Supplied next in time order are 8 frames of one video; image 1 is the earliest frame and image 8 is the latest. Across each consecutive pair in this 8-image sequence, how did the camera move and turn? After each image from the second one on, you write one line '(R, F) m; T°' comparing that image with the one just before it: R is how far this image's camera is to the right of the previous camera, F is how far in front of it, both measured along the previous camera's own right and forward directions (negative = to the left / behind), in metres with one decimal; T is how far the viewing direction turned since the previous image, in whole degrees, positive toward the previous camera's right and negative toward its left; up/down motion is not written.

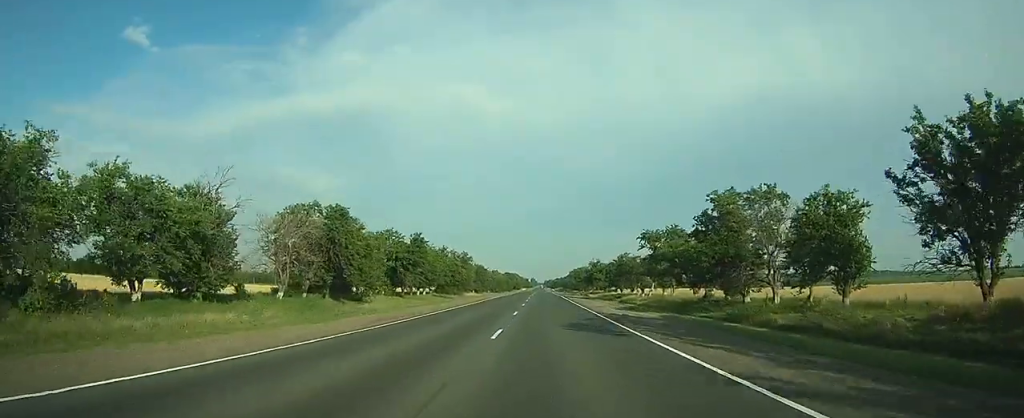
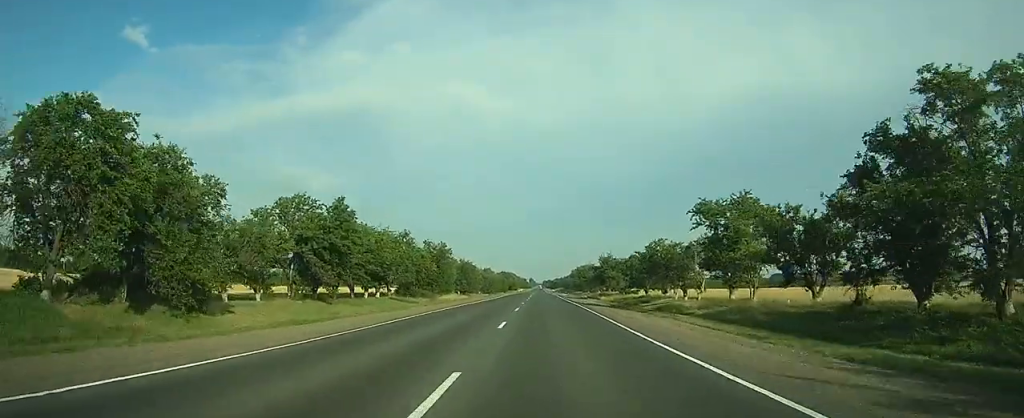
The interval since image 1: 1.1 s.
(0.0, +32.6) m; 0°
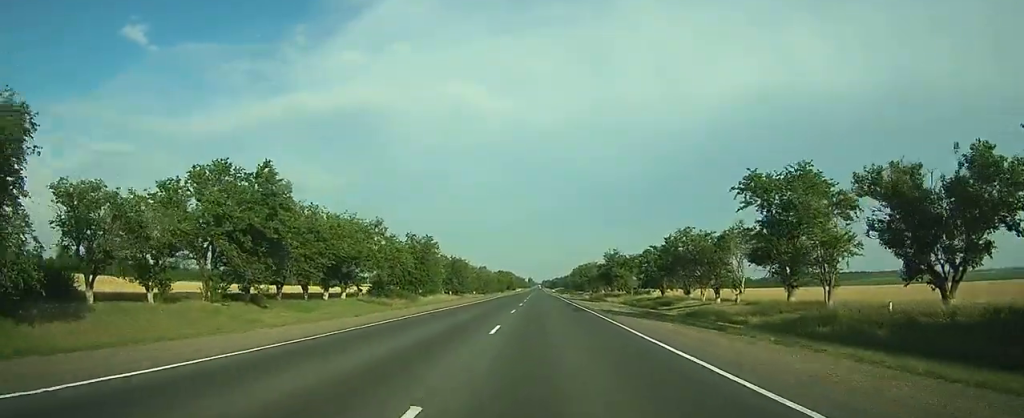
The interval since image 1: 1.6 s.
(0.0, +14.4) m; 0°
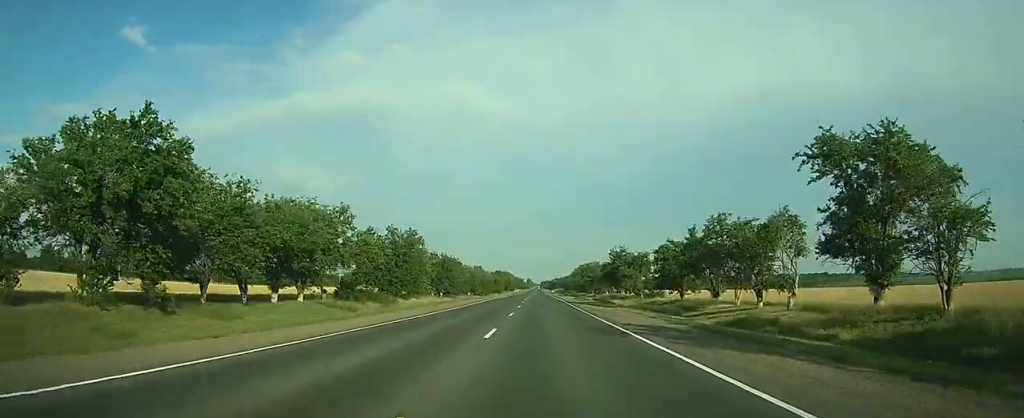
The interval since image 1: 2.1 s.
(0.0, +12.5) m; 0°
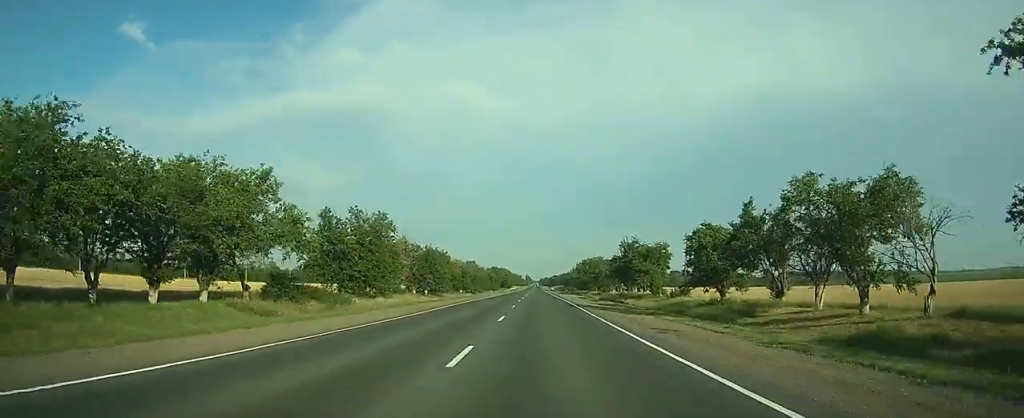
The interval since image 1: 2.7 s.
(0.0, +17.2) m; 0°
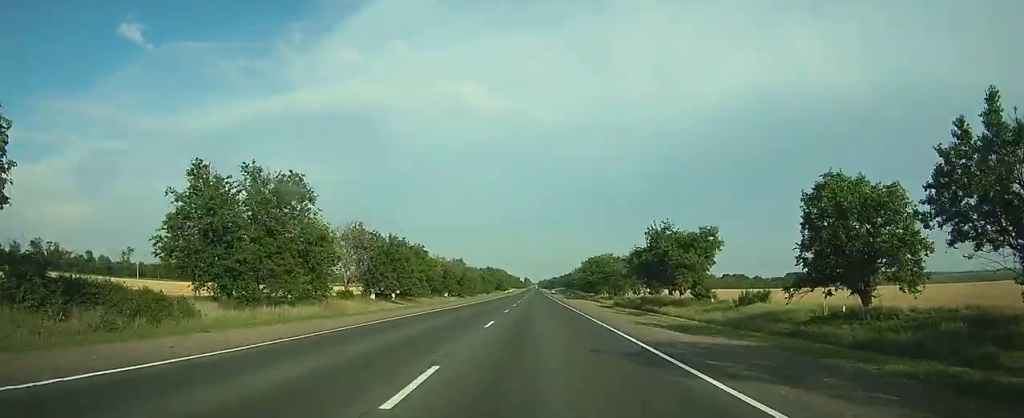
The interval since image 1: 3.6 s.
(+0.1, +26.8) m; 0°
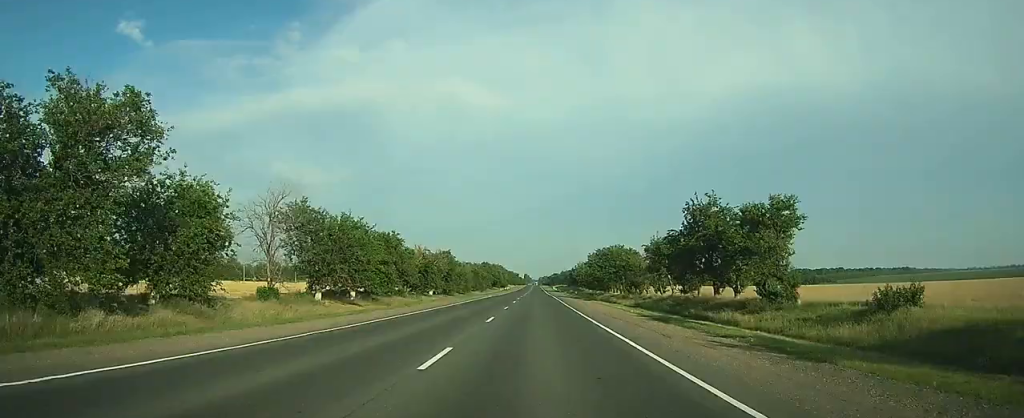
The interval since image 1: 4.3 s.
(0.0, +21.1) m; 0°
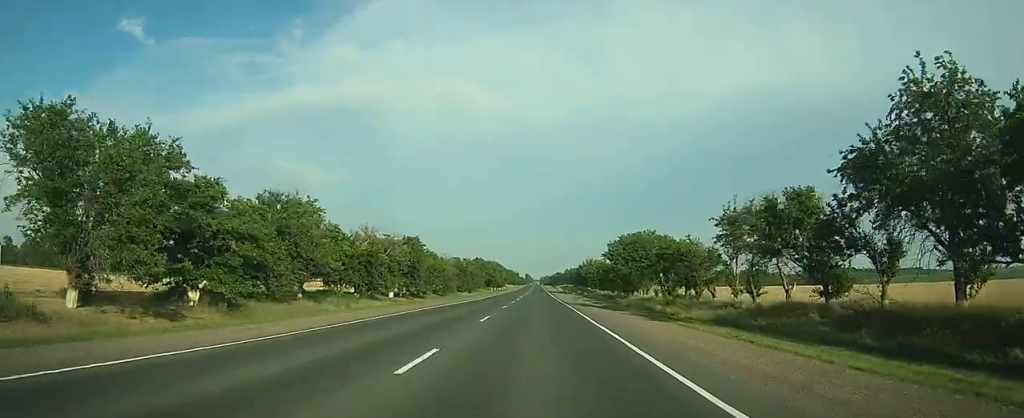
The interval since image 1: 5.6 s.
(+0.1, +36.5) m; 0°
